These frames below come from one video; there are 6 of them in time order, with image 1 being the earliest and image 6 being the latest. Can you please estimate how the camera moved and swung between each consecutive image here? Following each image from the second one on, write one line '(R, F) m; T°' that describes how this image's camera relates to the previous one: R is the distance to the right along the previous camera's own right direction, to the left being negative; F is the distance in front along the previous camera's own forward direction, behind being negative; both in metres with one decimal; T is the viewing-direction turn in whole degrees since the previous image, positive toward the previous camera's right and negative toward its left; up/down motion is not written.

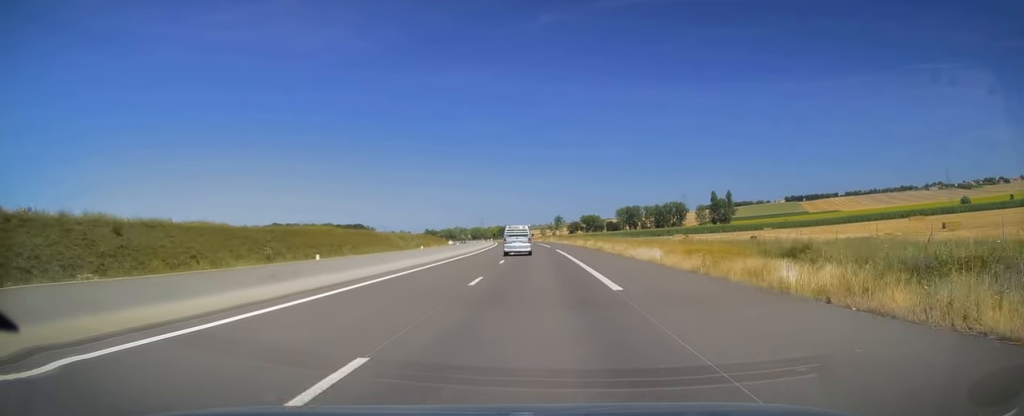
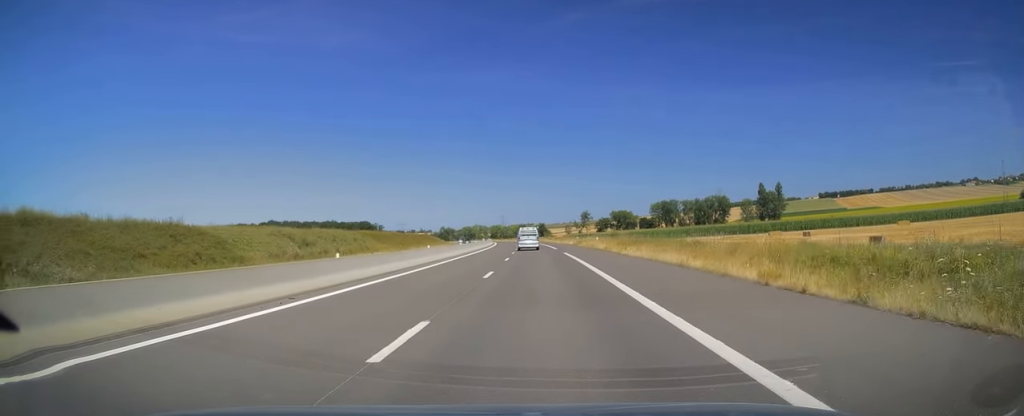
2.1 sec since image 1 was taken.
(-1.2, +62.4) m; -3°
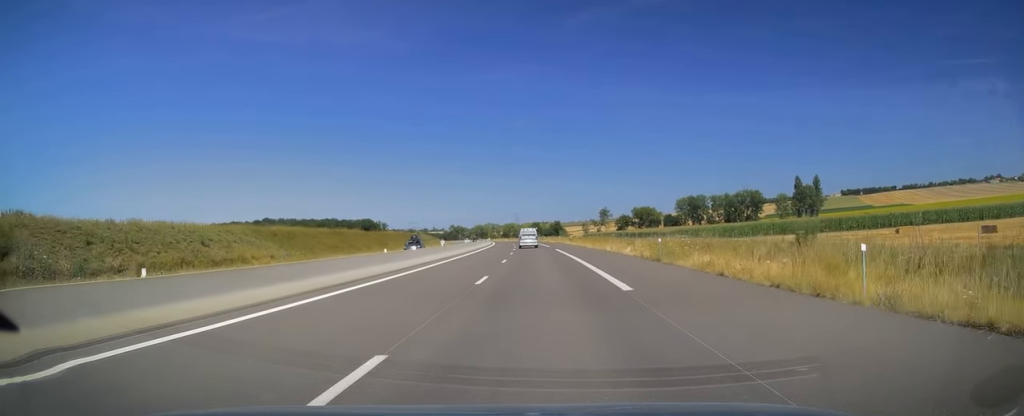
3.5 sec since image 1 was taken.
(-0.7, +41.9) m; -1°
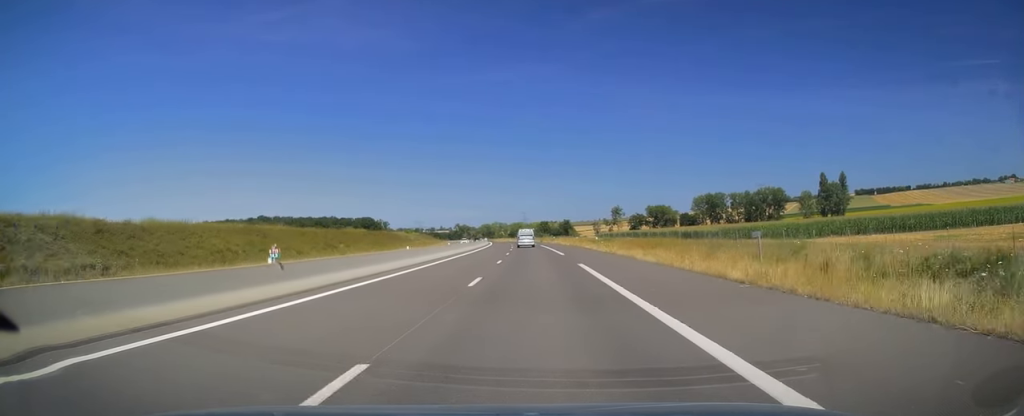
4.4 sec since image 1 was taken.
(0.0, +26.6) m; 0°
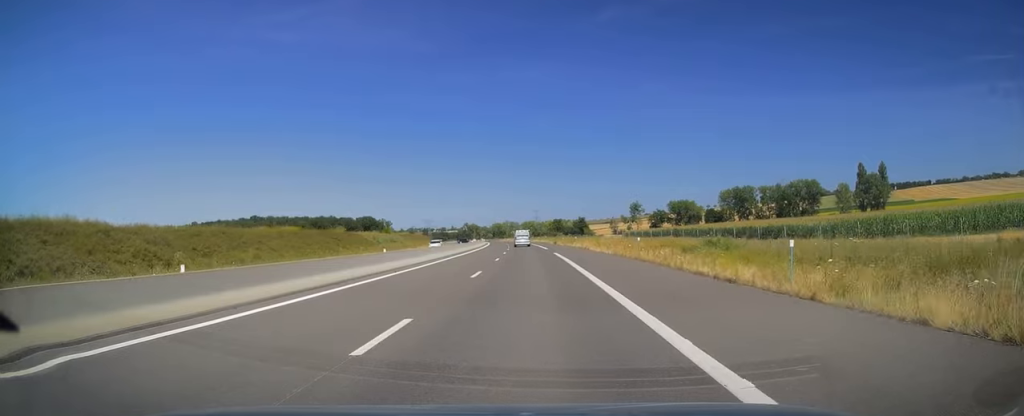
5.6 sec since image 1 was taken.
(-0.4, +35.4) m; -2°
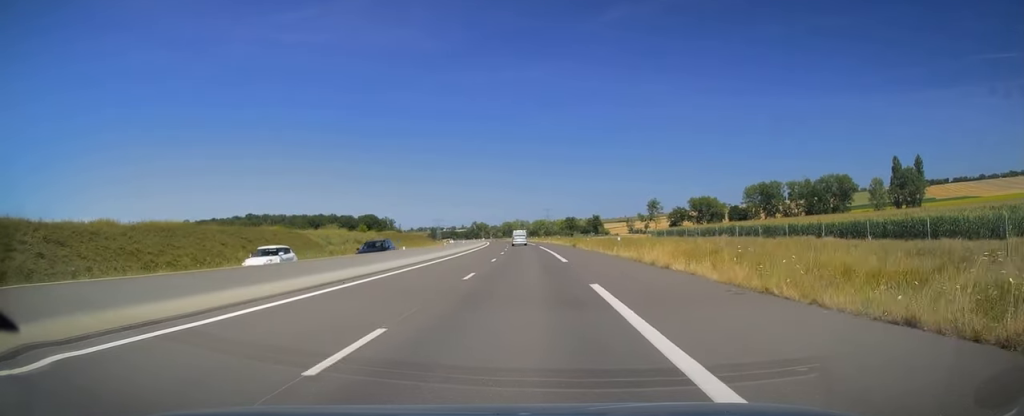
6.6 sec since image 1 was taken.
(-0.4, +27.1) m; -1°
